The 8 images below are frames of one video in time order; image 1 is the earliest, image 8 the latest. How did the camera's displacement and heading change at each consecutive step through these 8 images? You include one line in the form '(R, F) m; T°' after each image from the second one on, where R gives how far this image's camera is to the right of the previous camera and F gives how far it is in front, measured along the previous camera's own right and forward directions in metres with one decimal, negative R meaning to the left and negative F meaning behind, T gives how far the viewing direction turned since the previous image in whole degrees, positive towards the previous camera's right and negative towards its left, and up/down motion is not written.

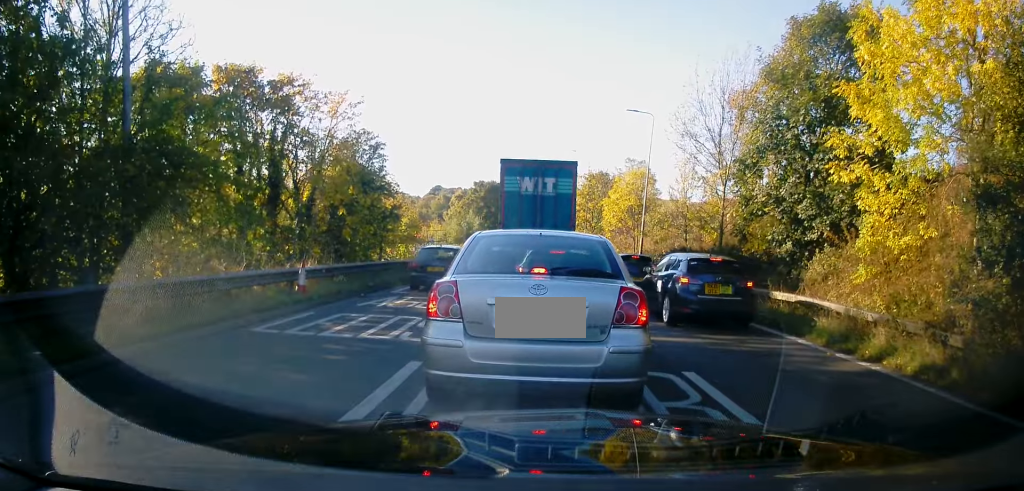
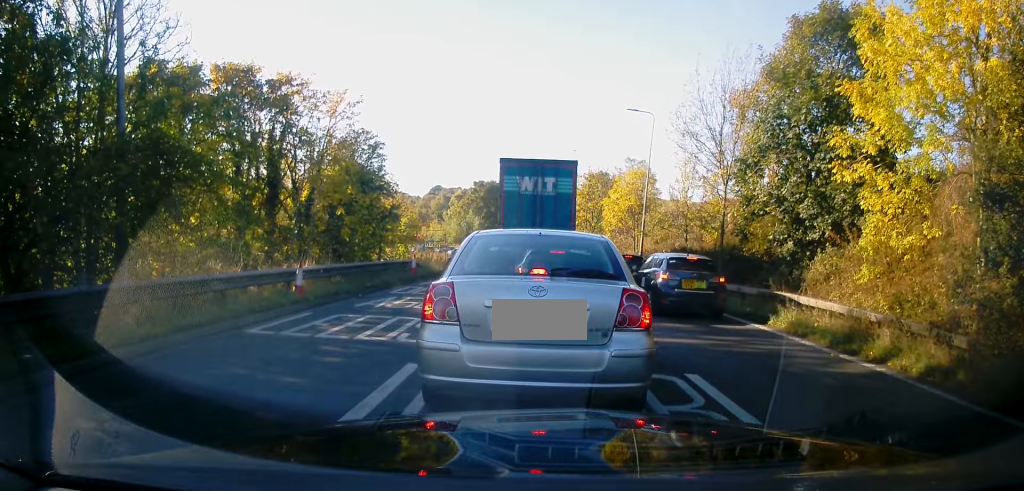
(-0.1, +0.3) m; 0°
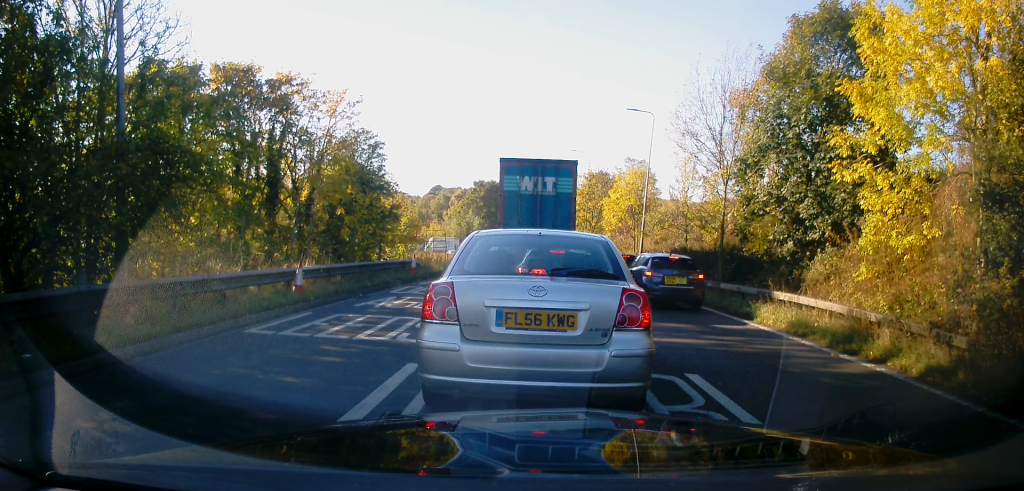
(-0.1, +0.3) m; 0°
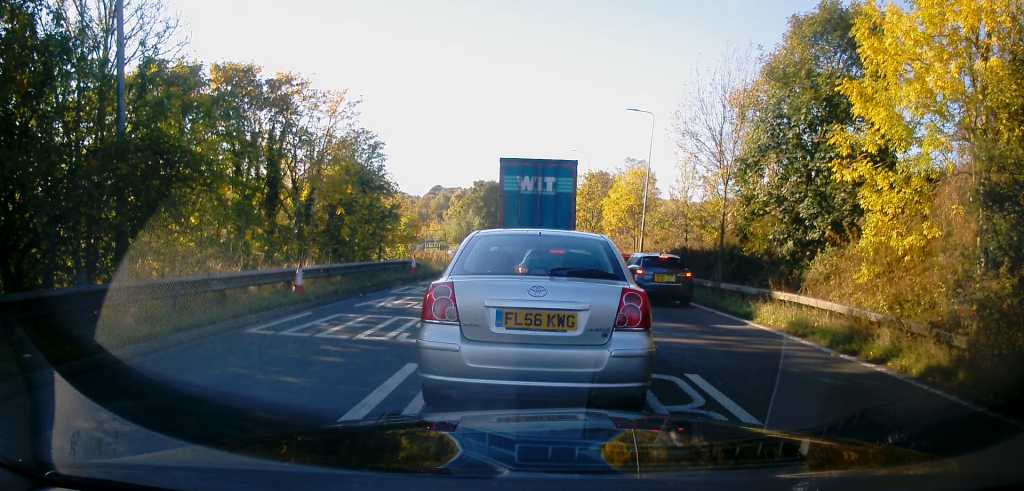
(-0.1, +0.2) m; 0°
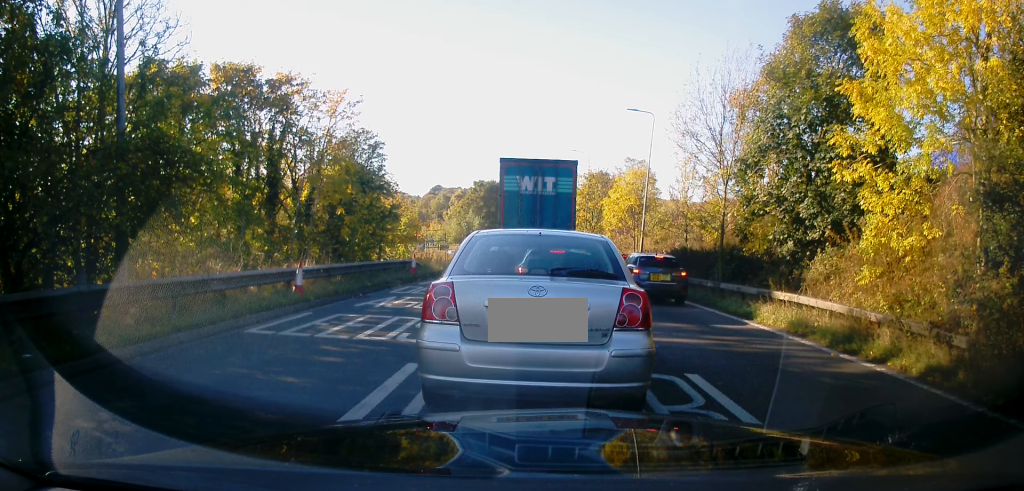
(-0.1, +0.1) m; 0°
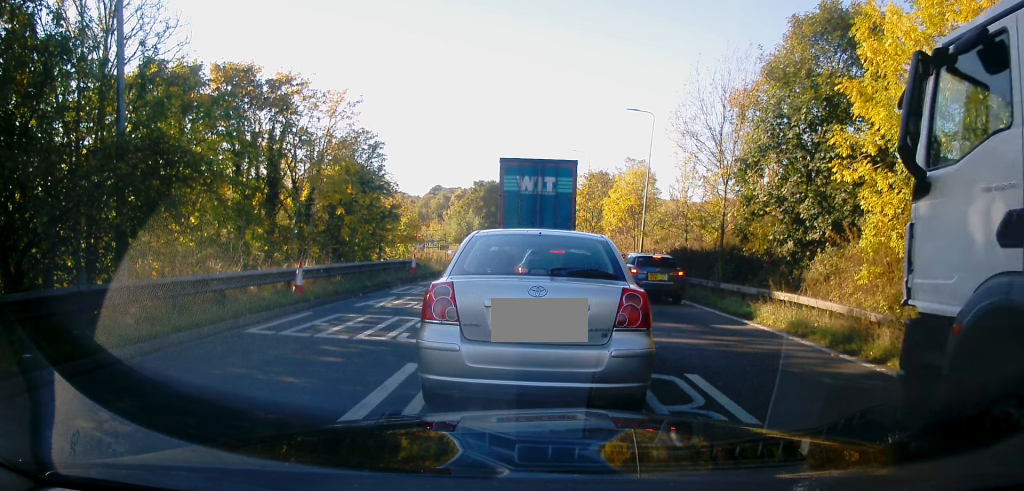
(-0.1, +0.1) m; 0°
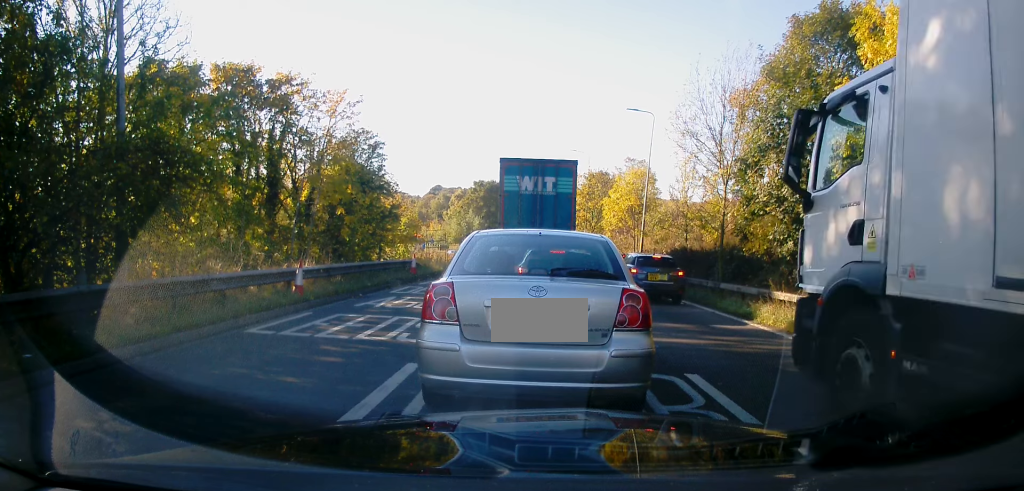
(0.0, 0.0) m; 0°
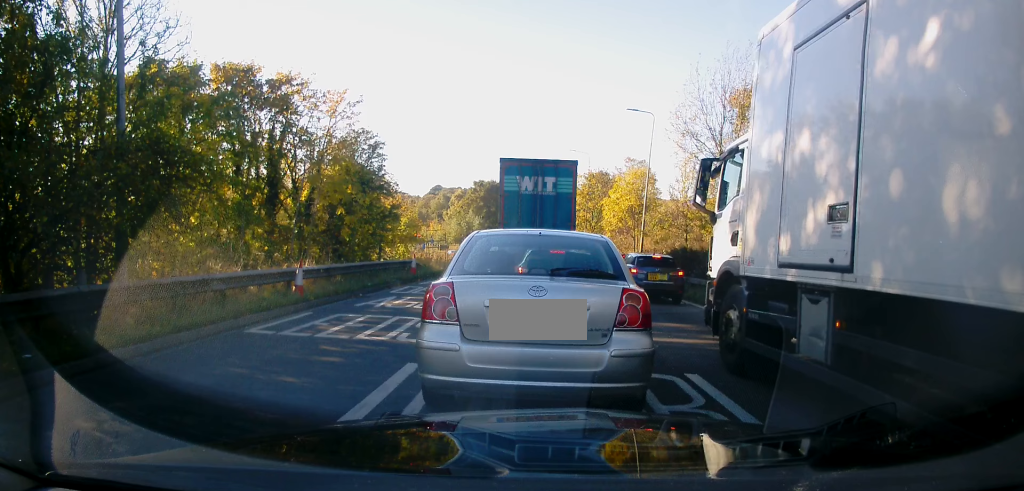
(-0.2, -0.1) m; 0°
